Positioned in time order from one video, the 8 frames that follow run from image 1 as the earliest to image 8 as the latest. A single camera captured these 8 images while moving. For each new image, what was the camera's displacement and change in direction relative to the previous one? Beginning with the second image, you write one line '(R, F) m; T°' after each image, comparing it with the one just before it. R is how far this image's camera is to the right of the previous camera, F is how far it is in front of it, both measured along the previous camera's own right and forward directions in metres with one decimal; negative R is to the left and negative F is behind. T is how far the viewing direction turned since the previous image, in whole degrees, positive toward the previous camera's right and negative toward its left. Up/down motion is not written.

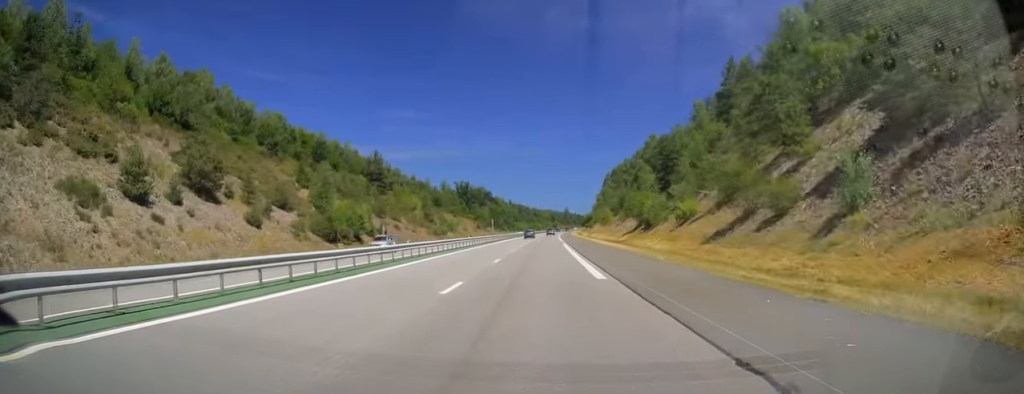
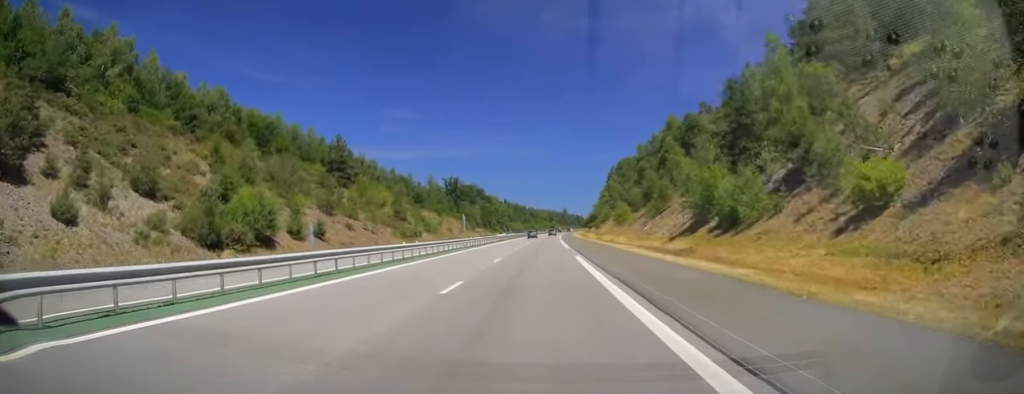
(-0.3, +25.9) m; 0°
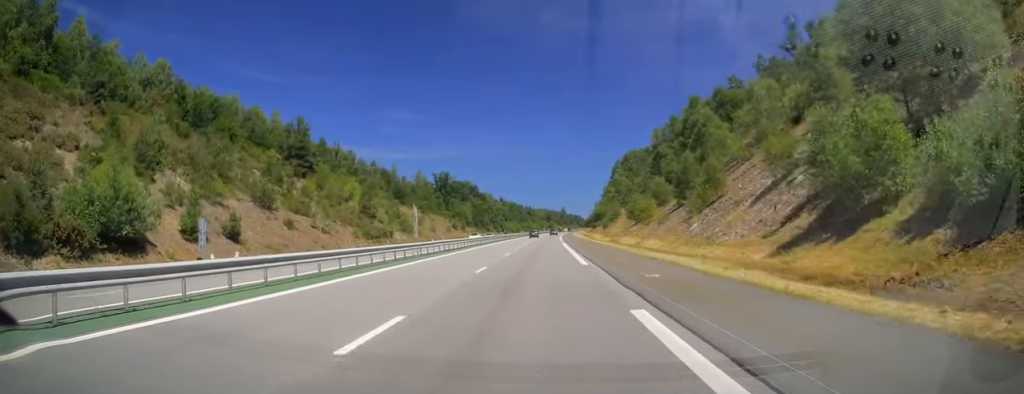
(0.0, +19.6) m; +1°
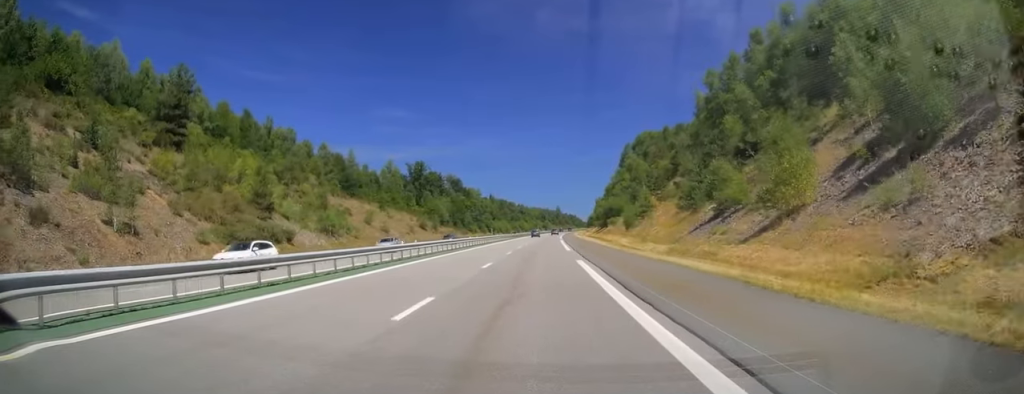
(+0.4, +36.2) m; +1°
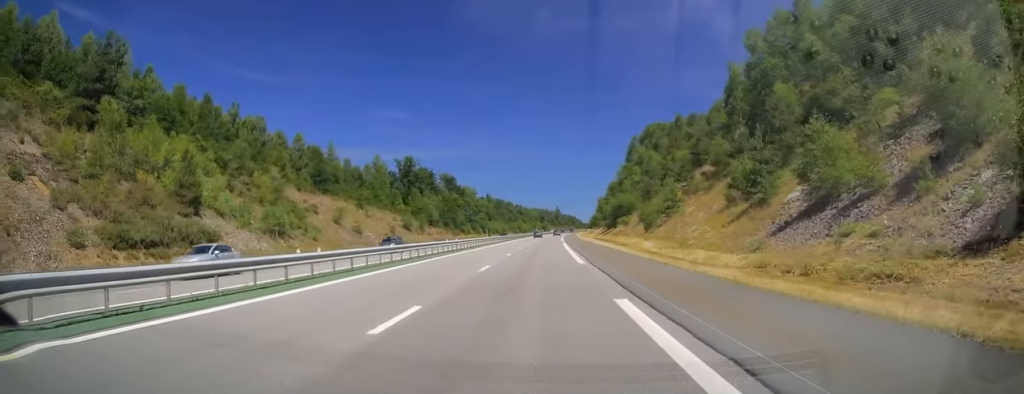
(0.0, +14.2) m; 0°
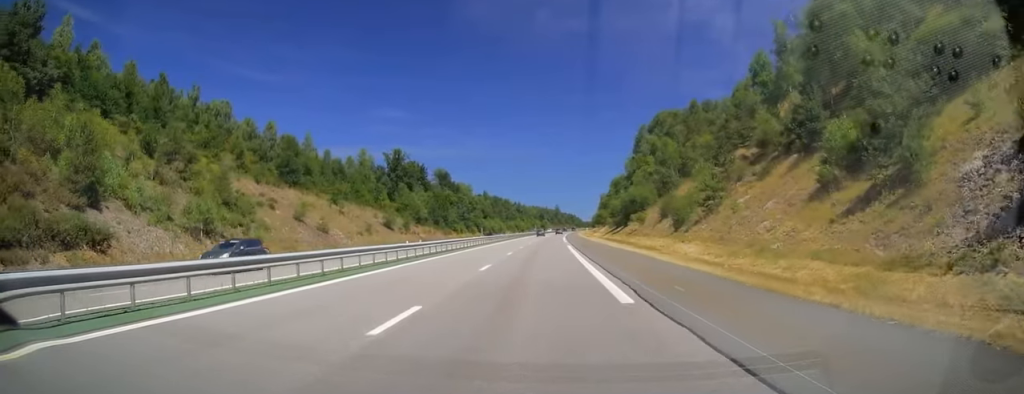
(0.0, +13.2) m; 0°
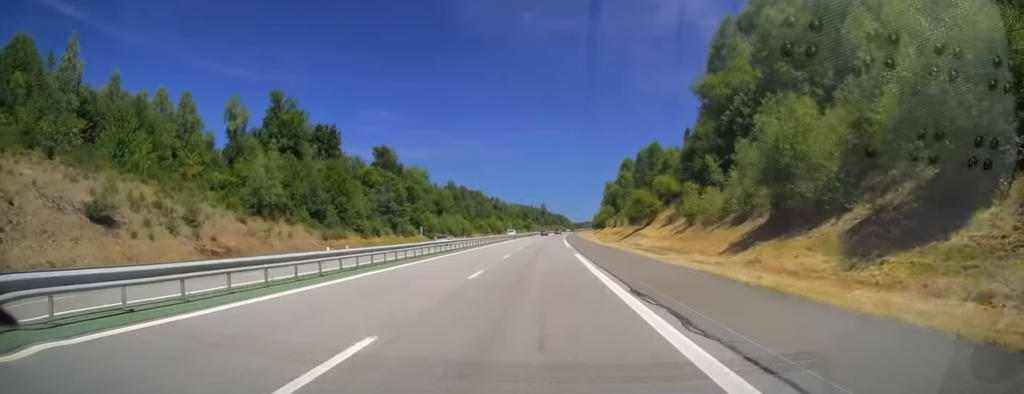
(+0.3, +68.3) m; +1°
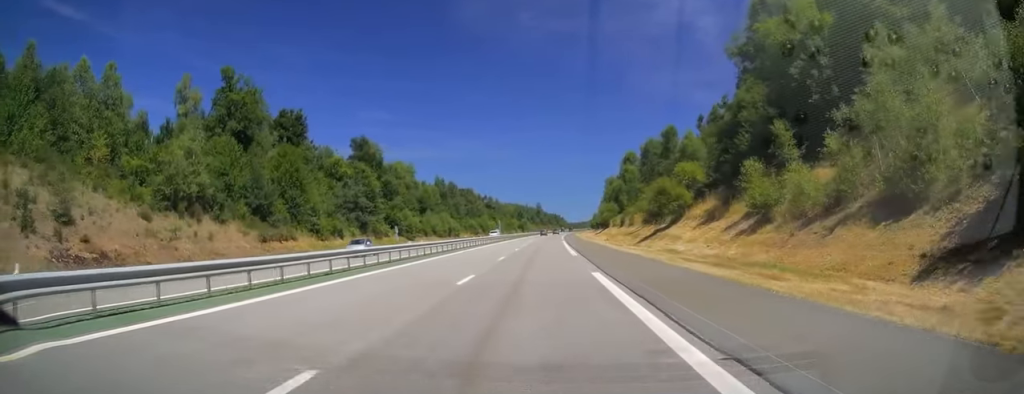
(+0.2, +14.7) m; +1°
